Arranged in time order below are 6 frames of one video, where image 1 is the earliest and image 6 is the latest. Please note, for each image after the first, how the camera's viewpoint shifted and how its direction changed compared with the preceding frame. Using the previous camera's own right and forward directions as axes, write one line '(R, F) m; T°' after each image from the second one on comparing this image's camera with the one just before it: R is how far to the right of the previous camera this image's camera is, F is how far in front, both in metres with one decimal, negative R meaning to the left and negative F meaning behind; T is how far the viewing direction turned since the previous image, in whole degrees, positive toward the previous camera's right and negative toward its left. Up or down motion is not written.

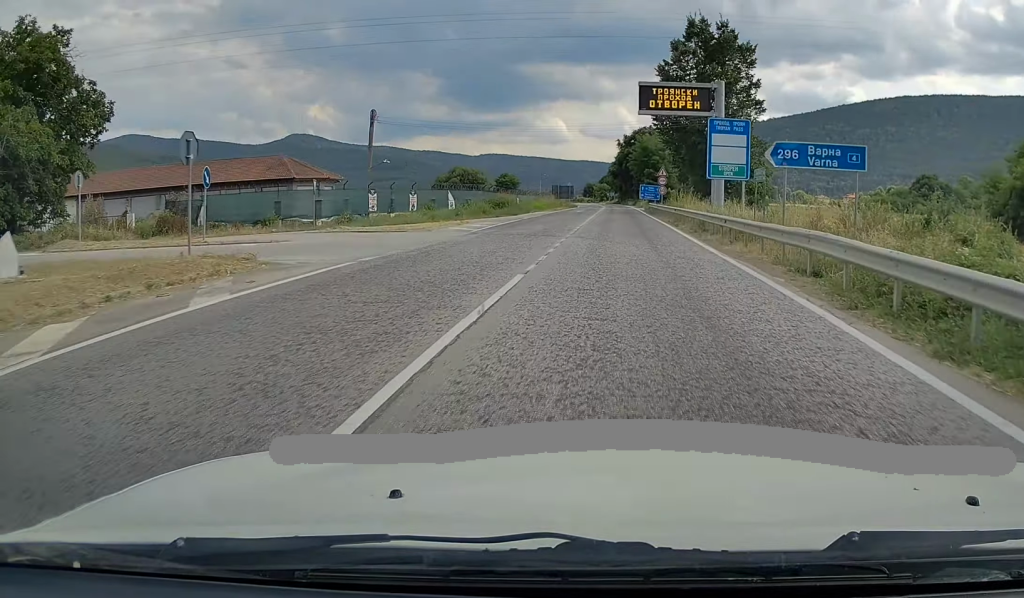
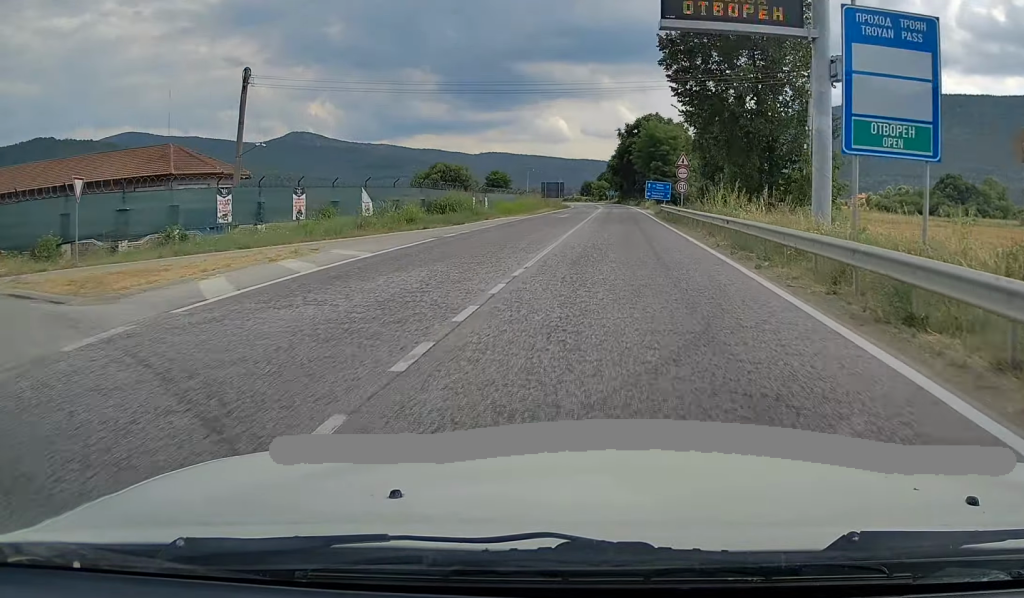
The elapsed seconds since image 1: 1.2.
(-0.3, +19.9) m; -1°
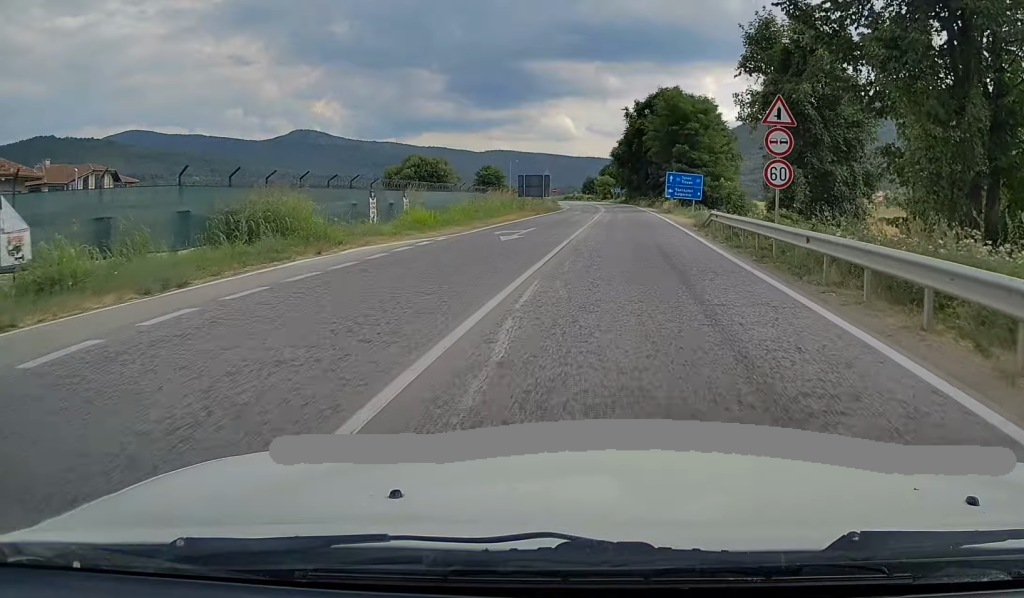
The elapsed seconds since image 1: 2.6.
(0.0, +25.1) m; 0°
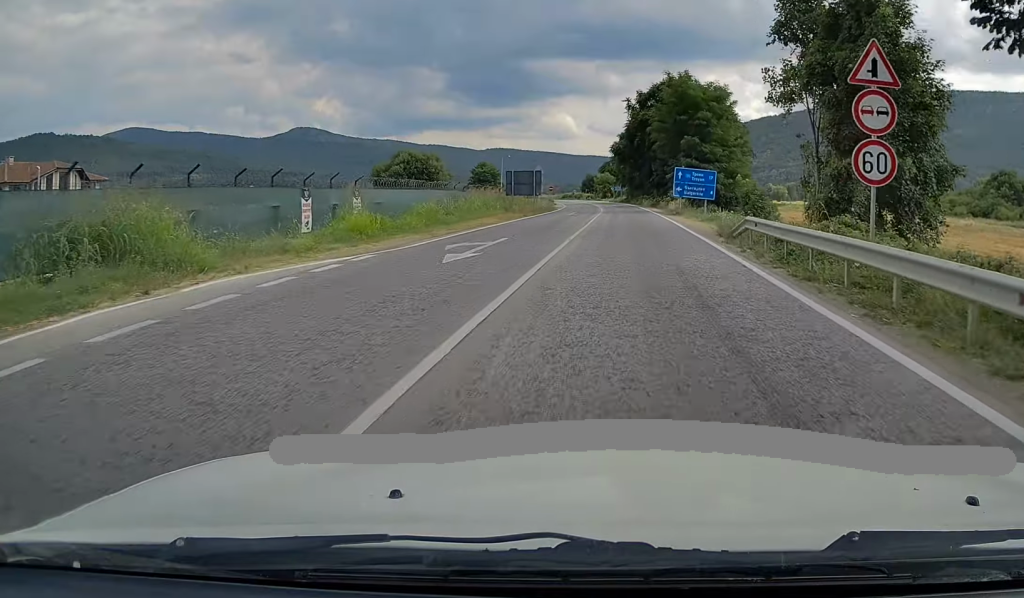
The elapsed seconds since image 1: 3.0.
(0.0, +7.2) m; 0°
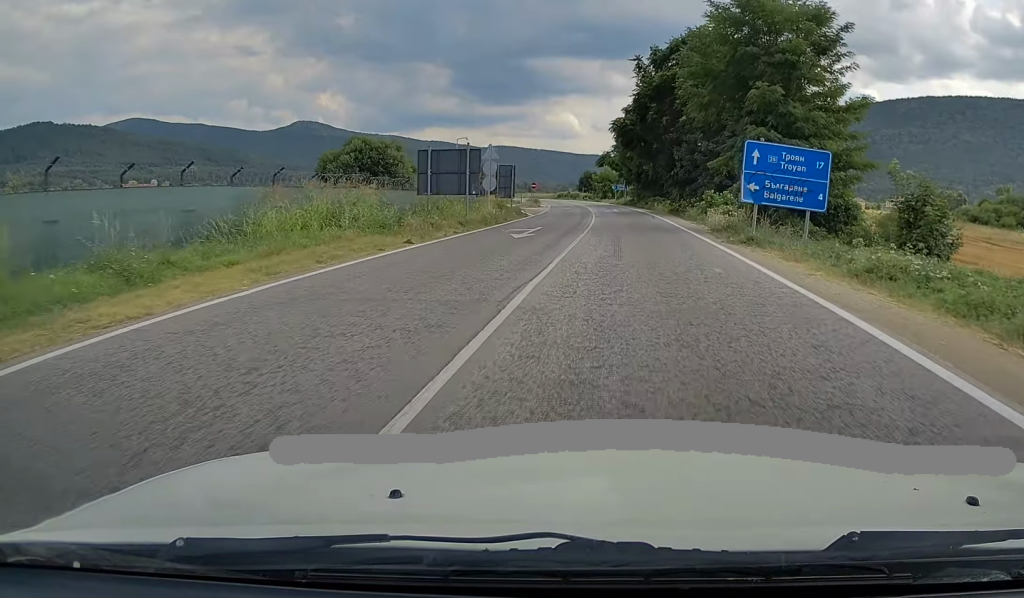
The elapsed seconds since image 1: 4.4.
(0.0, +25.0) m; 0°
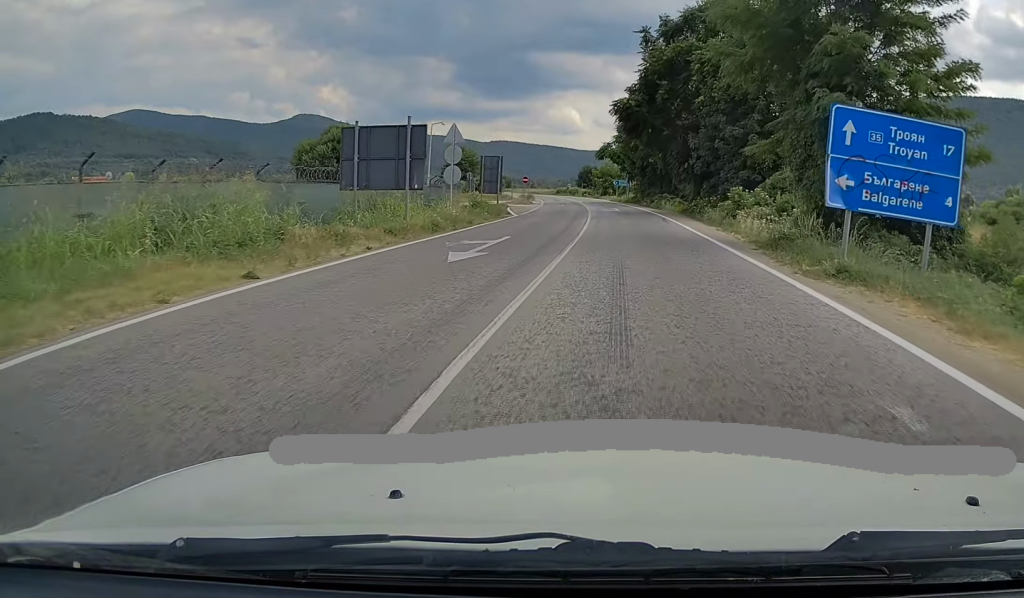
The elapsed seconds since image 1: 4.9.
(0.0, +8.5) m; 0°
